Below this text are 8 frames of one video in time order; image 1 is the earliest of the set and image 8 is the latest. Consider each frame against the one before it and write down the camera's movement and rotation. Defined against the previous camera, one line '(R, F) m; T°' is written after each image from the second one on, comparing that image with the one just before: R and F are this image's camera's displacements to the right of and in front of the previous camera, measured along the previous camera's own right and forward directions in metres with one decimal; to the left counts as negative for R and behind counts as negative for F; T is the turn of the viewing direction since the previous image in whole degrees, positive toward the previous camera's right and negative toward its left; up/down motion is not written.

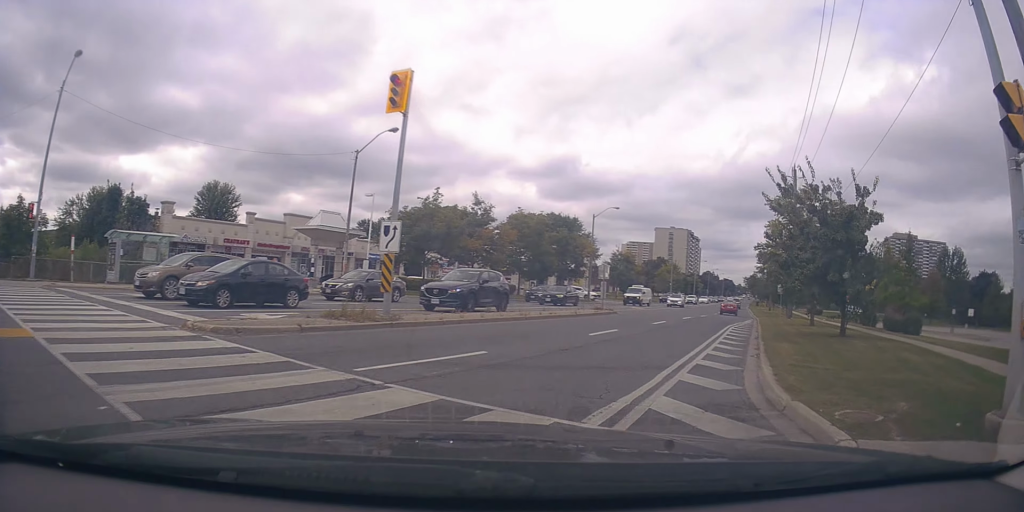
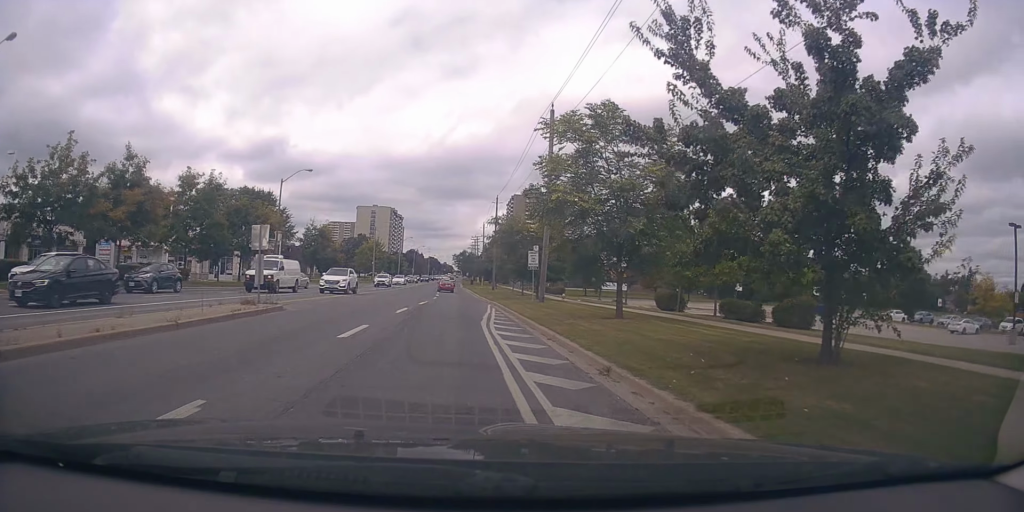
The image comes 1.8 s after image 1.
(+3.1, +12.9) m; +23°
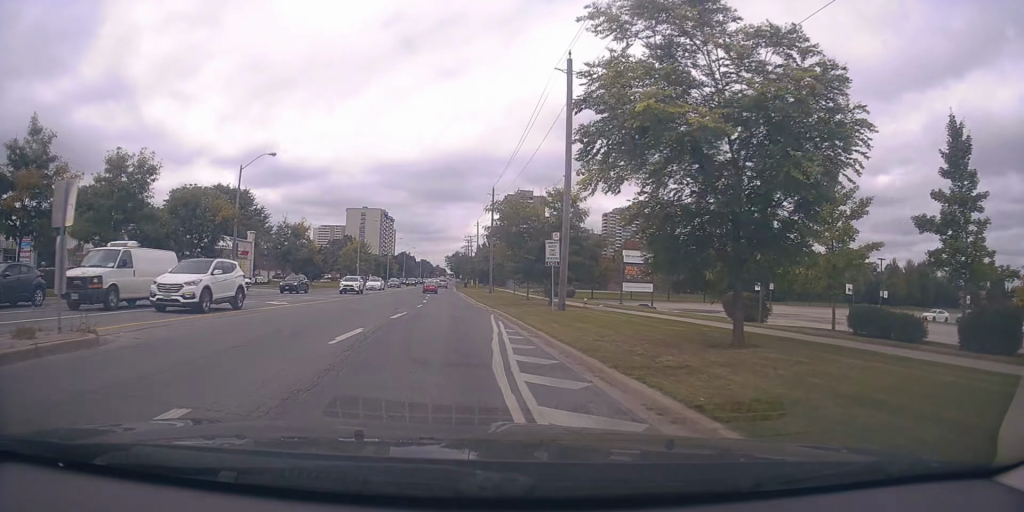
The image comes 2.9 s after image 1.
(+0.9, +9.1) m; +7°
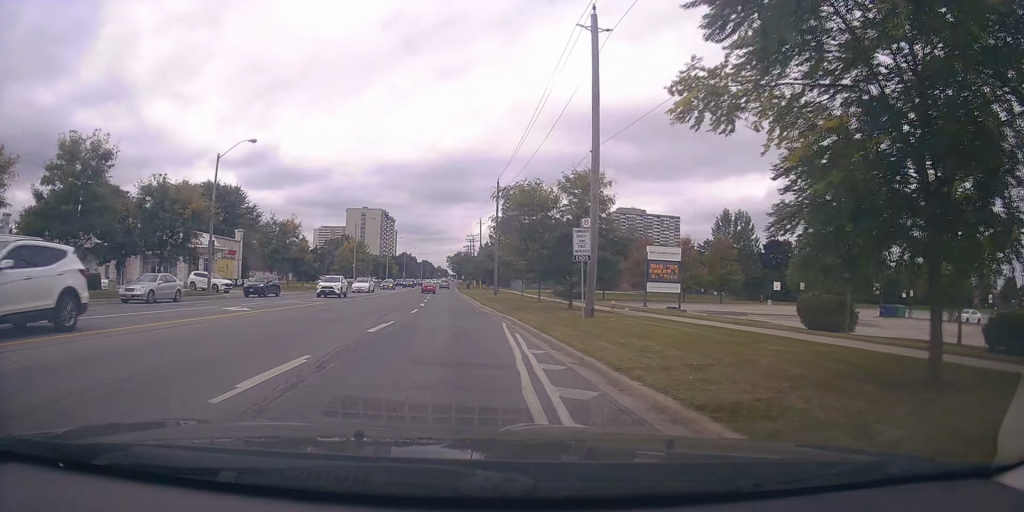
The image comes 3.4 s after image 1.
(+0.1, +5.4) m; -2°
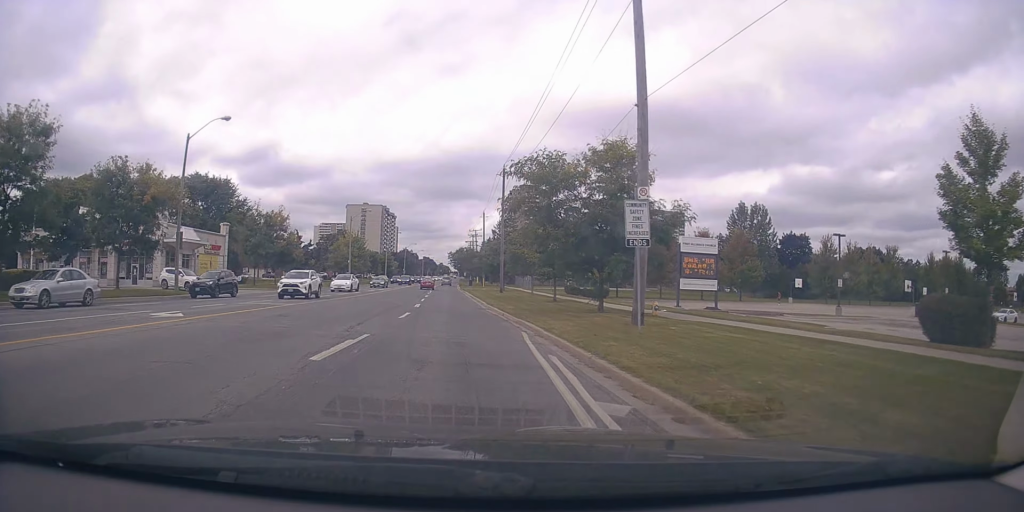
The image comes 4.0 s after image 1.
(+0.1, +5.5) m; -1°
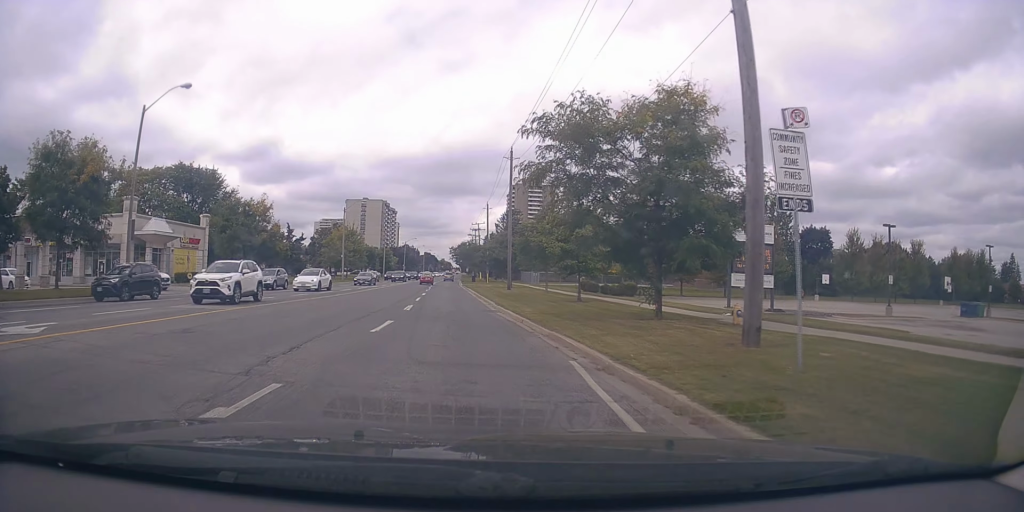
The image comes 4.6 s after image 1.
(-0.5, +6.6) m; 0°
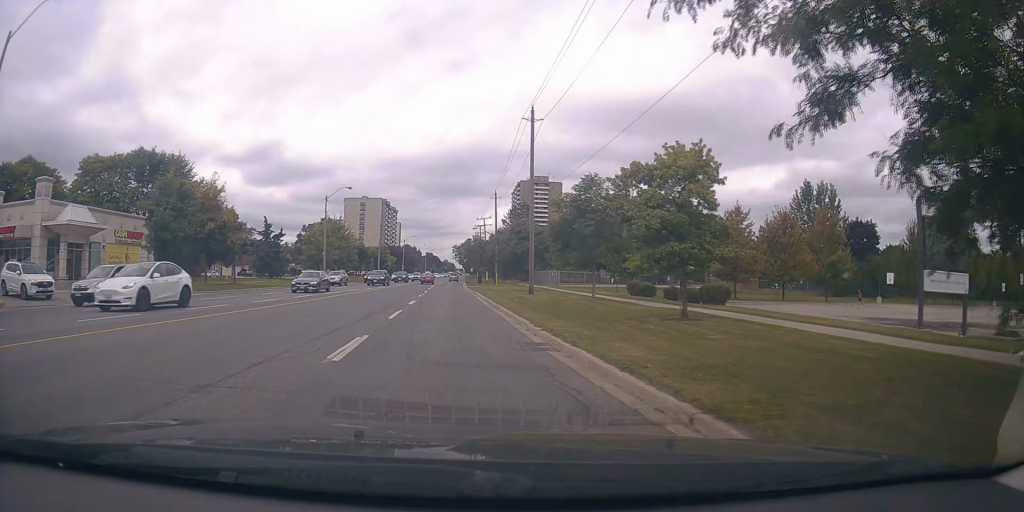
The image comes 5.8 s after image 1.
(+0.5, +13.4) m; 0°
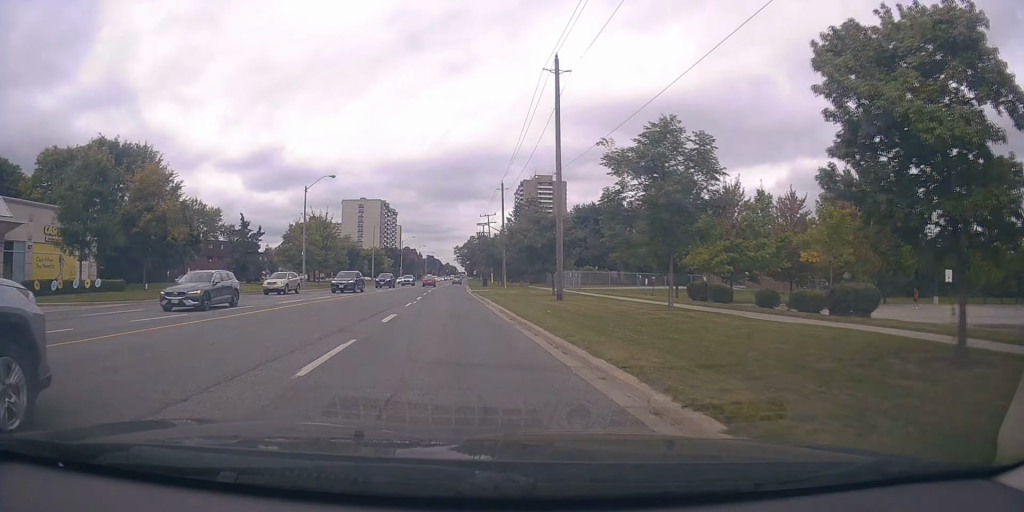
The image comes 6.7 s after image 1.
(-0.6, +10.2) m; -4°
